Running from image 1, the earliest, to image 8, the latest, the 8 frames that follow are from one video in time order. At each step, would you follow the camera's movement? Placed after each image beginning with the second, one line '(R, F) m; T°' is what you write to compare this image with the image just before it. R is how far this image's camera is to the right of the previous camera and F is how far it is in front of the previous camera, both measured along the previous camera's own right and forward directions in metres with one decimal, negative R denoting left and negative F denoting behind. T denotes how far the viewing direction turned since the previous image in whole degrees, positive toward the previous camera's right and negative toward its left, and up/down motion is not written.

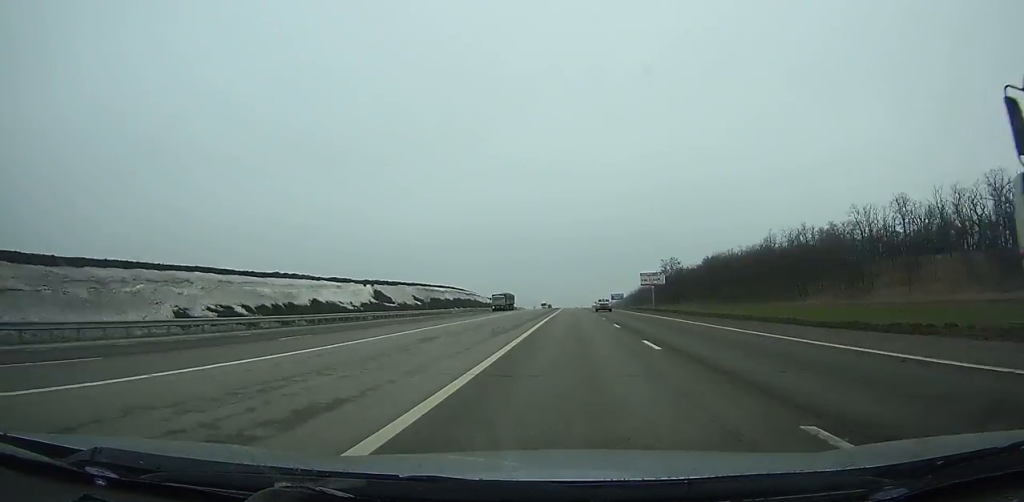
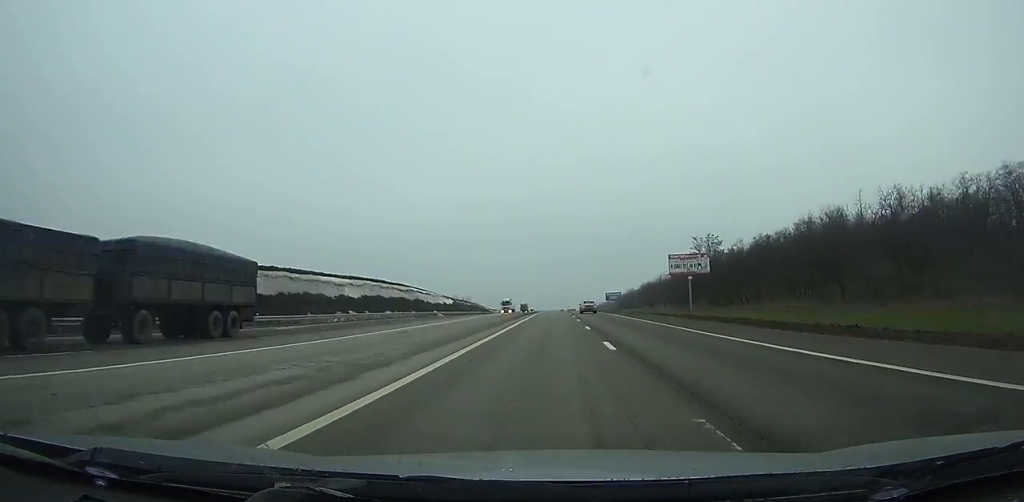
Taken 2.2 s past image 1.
(+0.4, +59.3) m; 0°
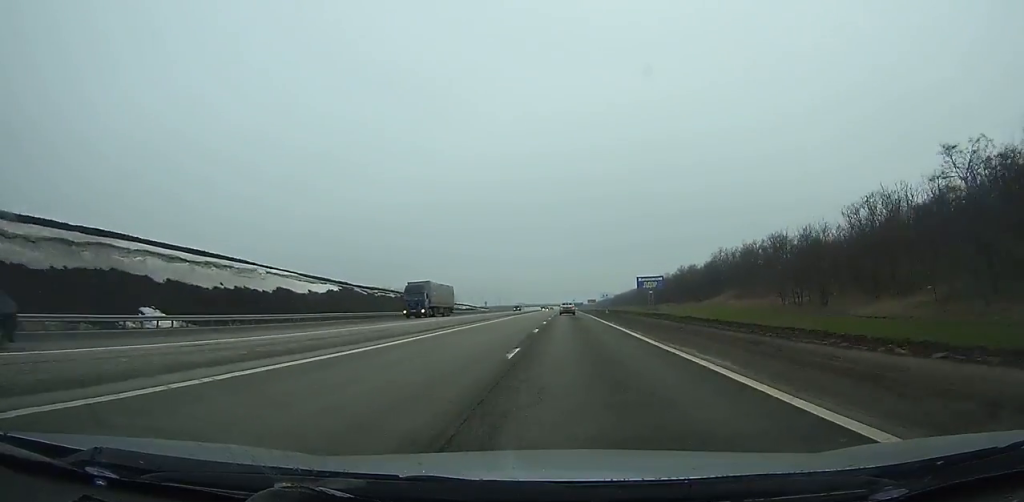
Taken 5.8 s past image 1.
(-0.1, +97.1) m; -1°
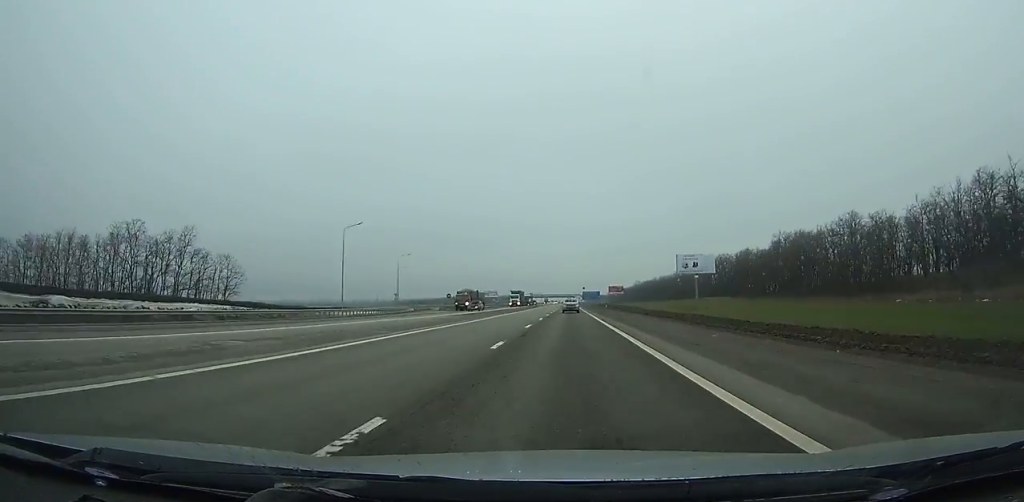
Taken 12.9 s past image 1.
(-1.6, +189.0) m; -1°
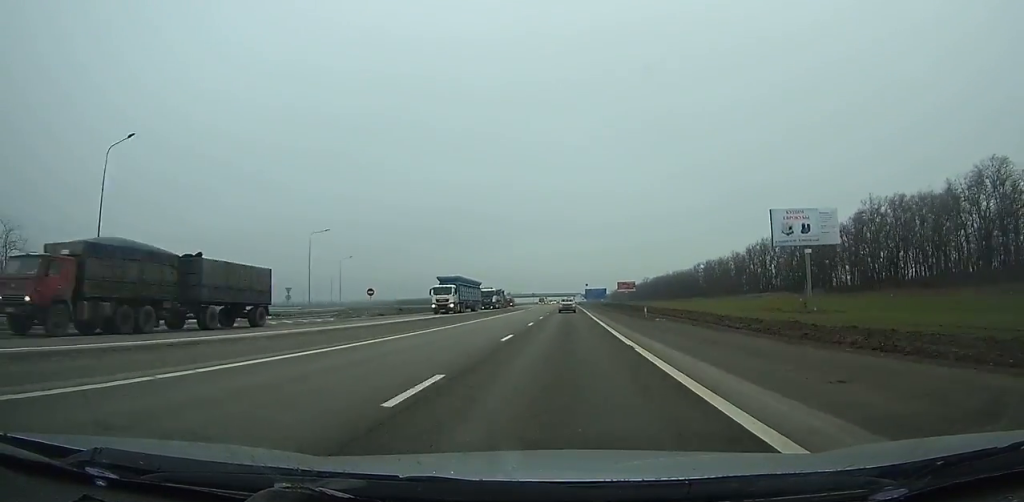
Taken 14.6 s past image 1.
(-0.2, +44.2) m; 0°
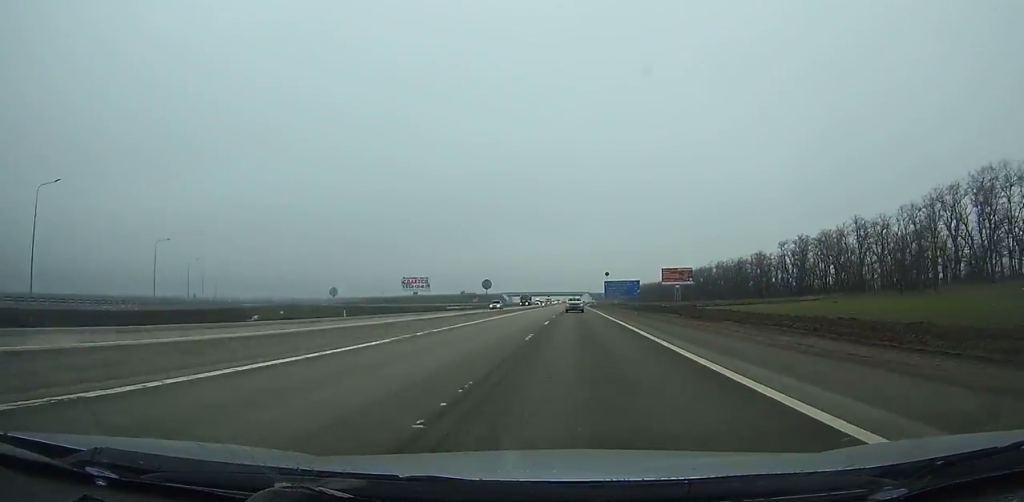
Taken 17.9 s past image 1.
(-0.2, +84.9) m; 0°
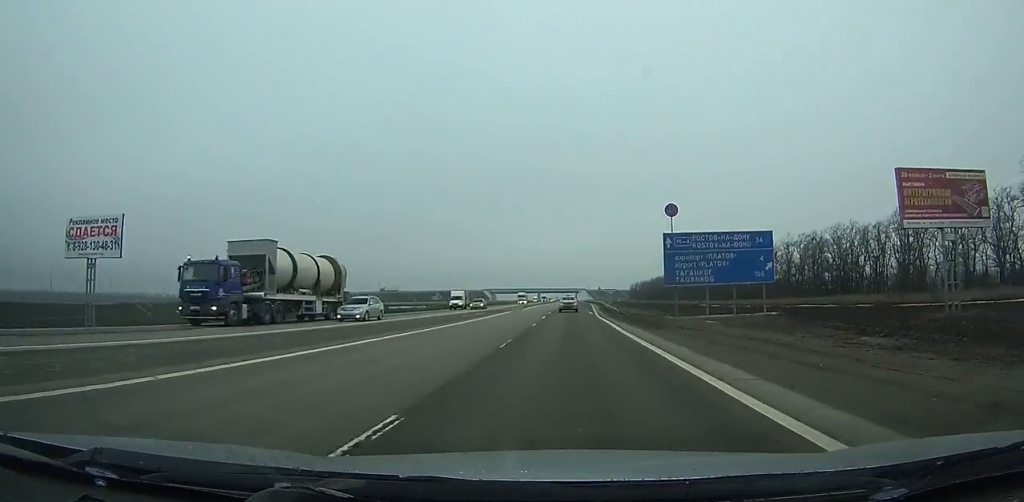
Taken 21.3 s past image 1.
(+0.3, +86.0) m; 0°
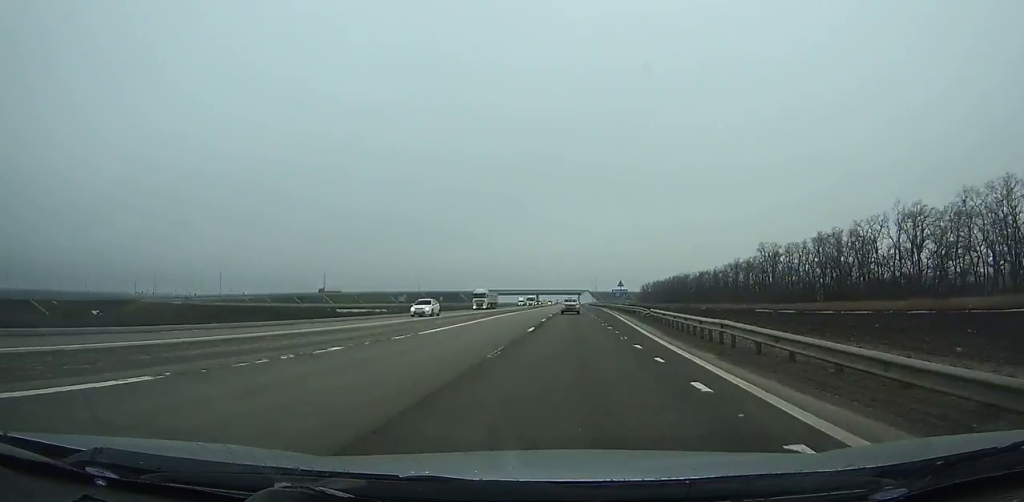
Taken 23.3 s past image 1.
(+0.1, +49.9) m; 0°
